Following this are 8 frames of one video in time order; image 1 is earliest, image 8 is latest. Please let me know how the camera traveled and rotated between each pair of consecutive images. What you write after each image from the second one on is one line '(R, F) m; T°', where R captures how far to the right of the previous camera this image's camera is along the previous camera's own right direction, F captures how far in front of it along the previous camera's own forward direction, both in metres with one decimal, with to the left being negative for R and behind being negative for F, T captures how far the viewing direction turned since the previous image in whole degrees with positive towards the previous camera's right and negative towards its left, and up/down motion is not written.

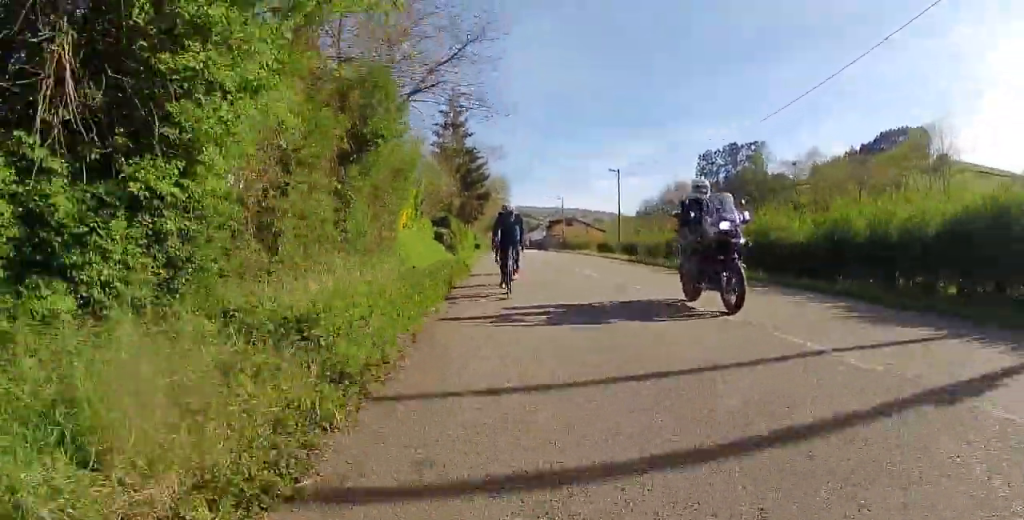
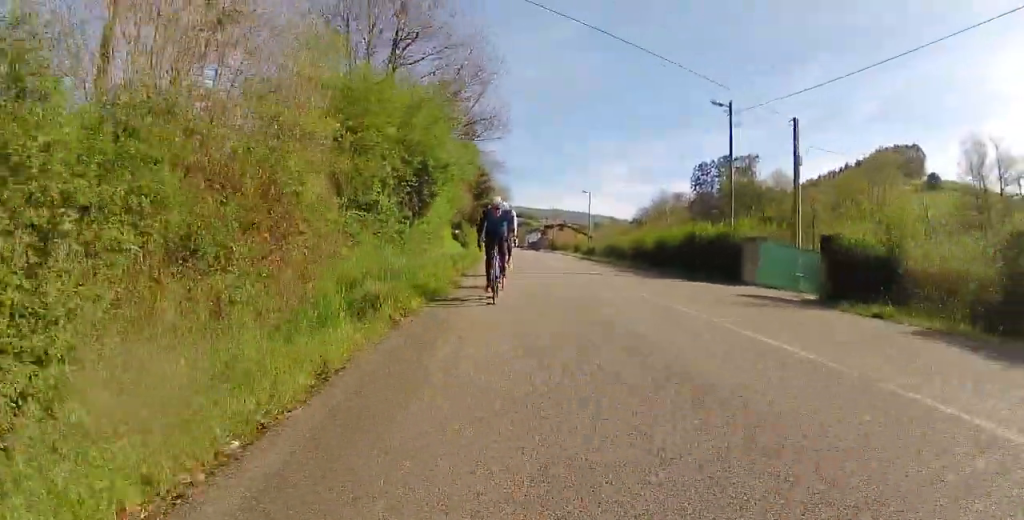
(0.0, +15.4) m; 0°
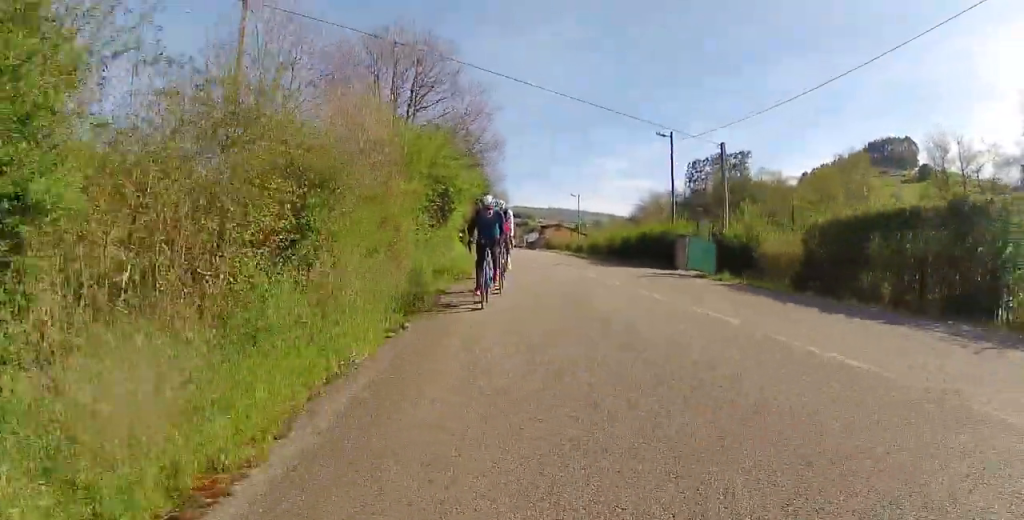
(0.0, +7.5) m; 0°
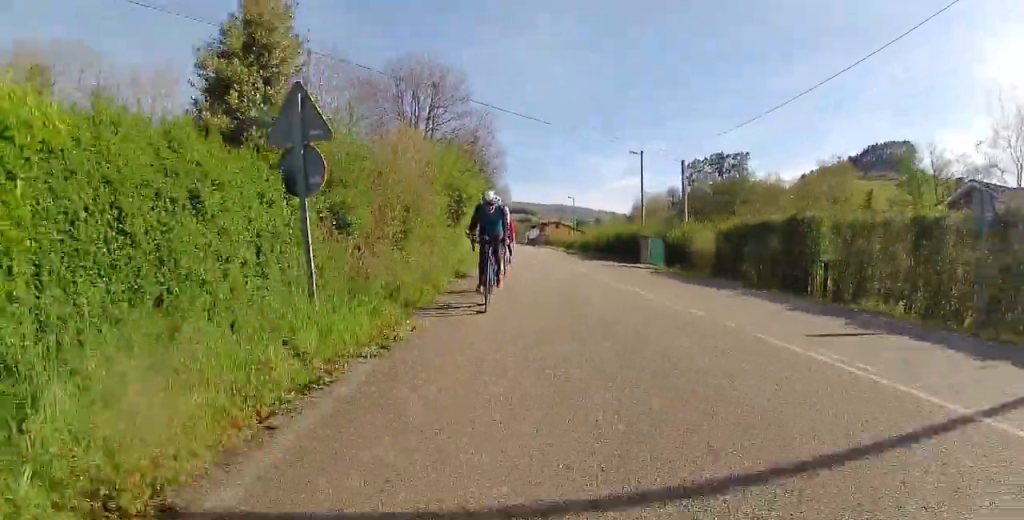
(0.0, +7.2) m; 0°
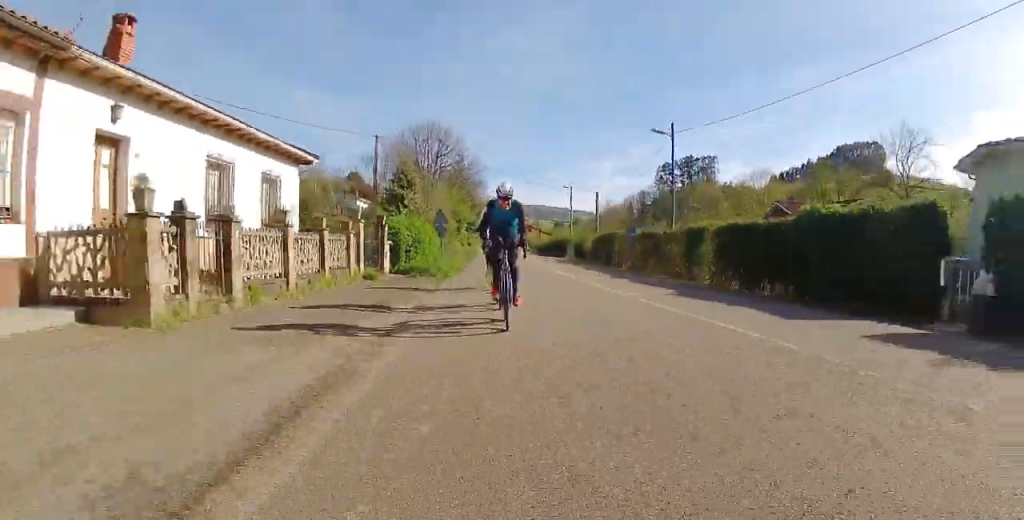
(+0.1, +20.6) m; +2°
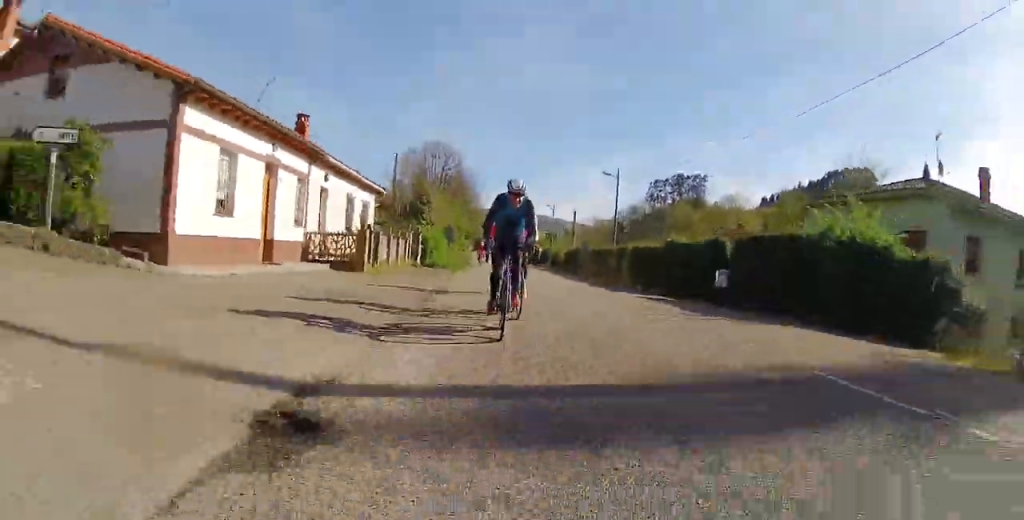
(+0.2, +10.0) m; +2°
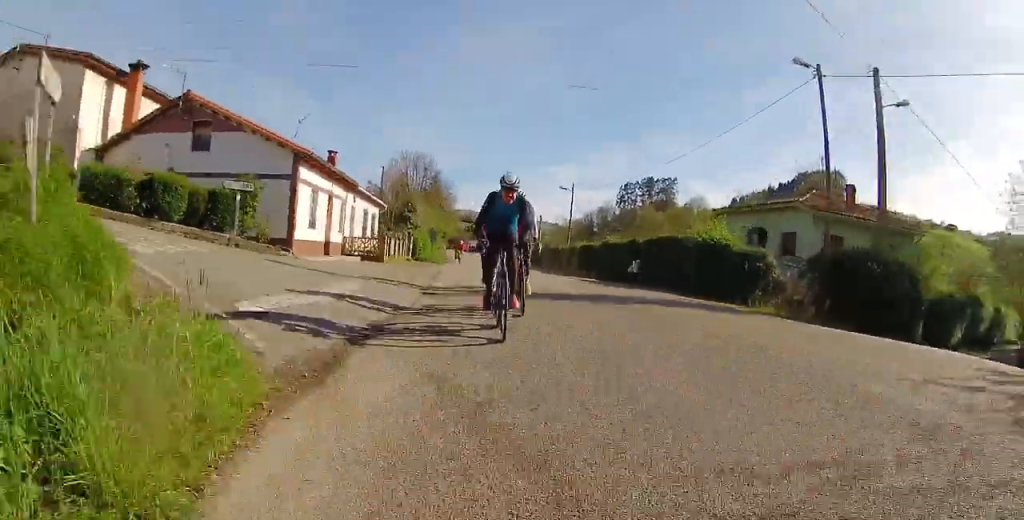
(+0.1, +7.4) m; +1°
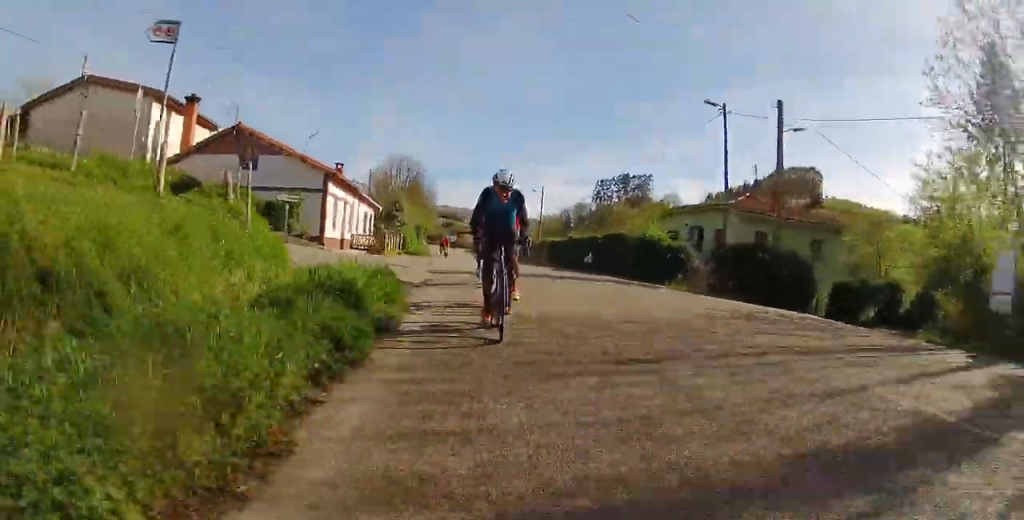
(0.0, +5.6) m; +3°
